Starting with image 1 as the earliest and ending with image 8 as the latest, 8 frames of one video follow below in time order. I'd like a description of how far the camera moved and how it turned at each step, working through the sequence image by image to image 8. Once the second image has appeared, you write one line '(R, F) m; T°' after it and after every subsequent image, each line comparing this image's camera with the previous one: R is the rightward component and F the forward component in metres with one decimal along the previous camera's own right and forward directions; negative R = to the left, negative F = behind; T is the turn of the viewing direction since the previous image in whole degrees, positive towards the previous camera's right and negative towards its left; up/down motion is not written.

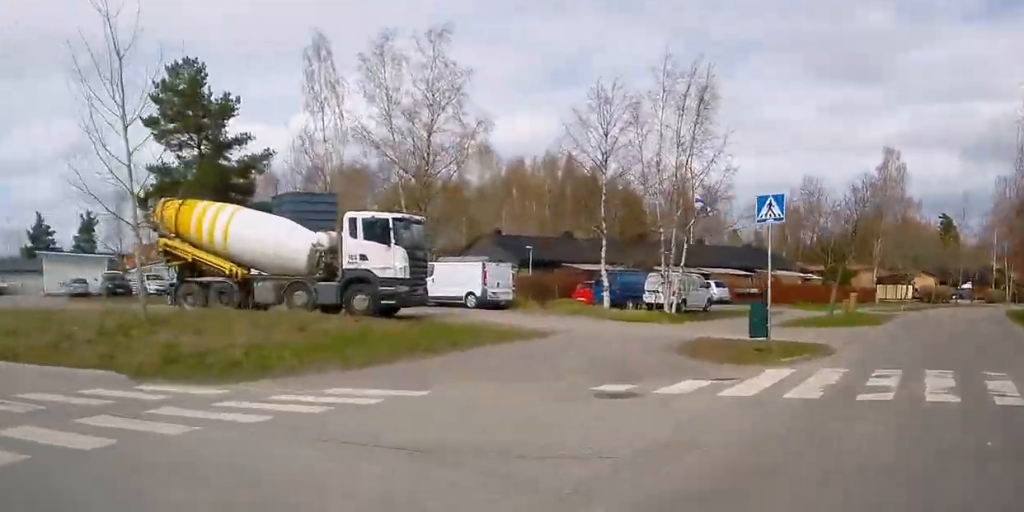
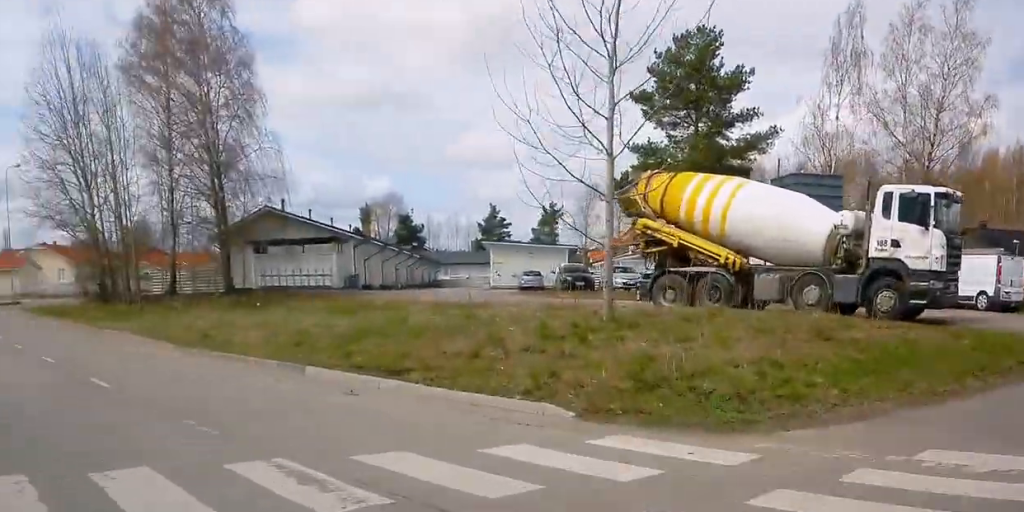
(-0.3, +5.4) m; -14°
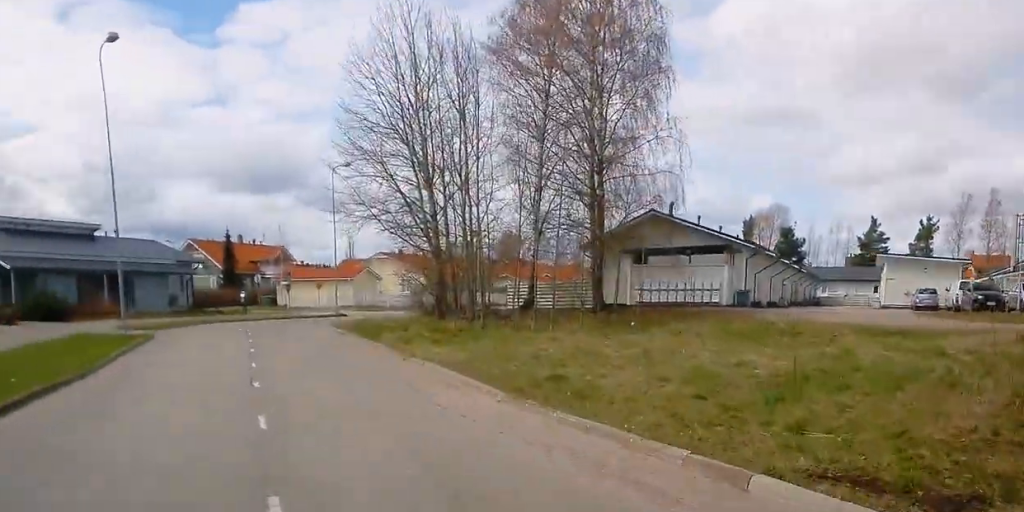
(-0.4, +5.2) m; -23°
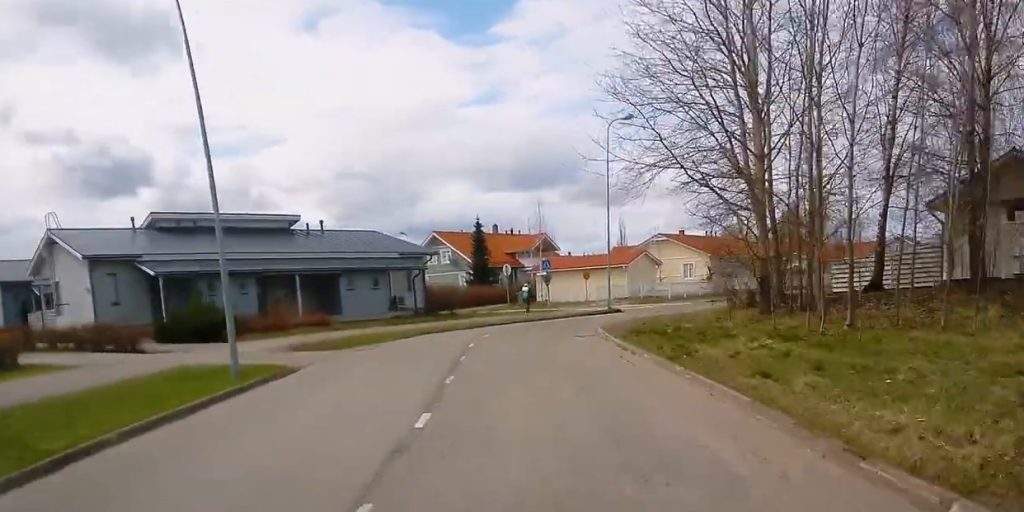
(-2.8, +9.2) m; -17°
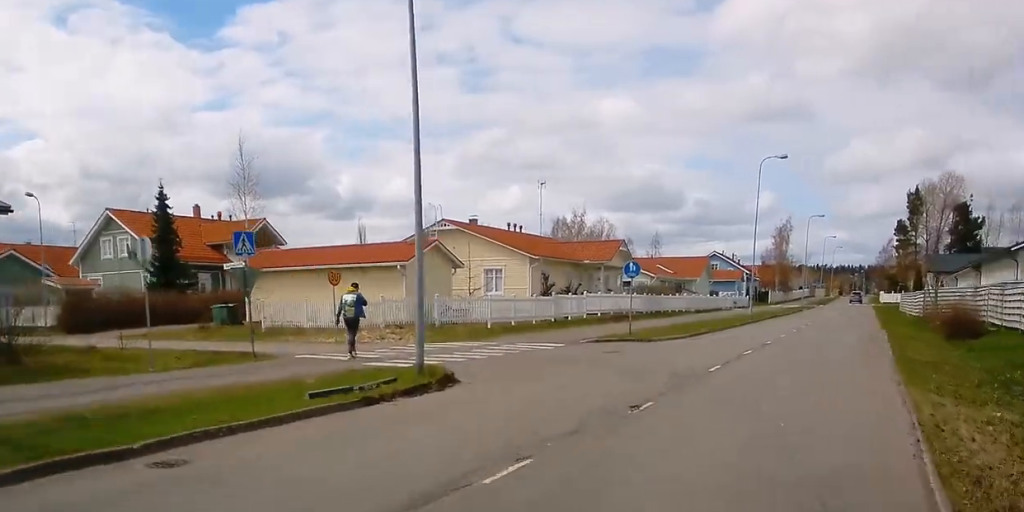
(+1.4, +26.4) m; +18°
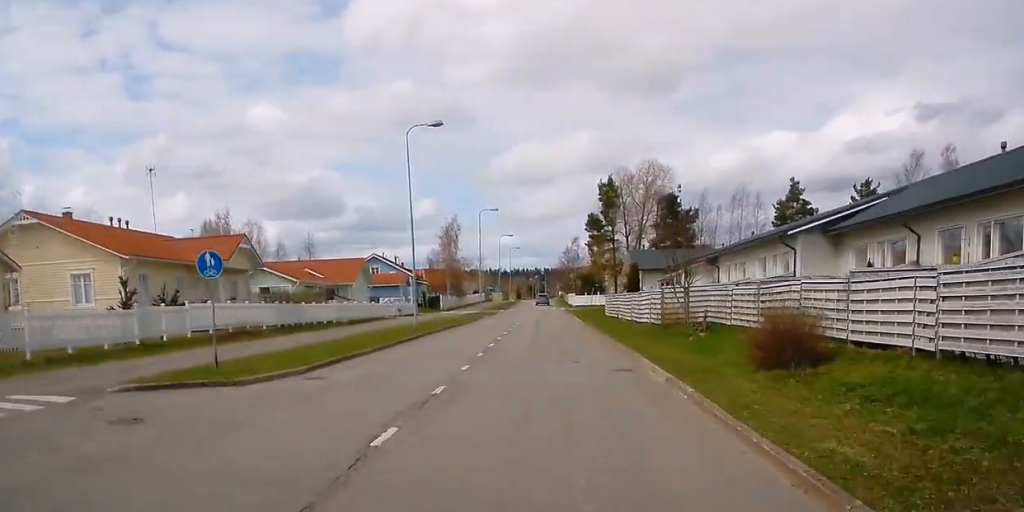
(+1.6, +11.8) m; +11°
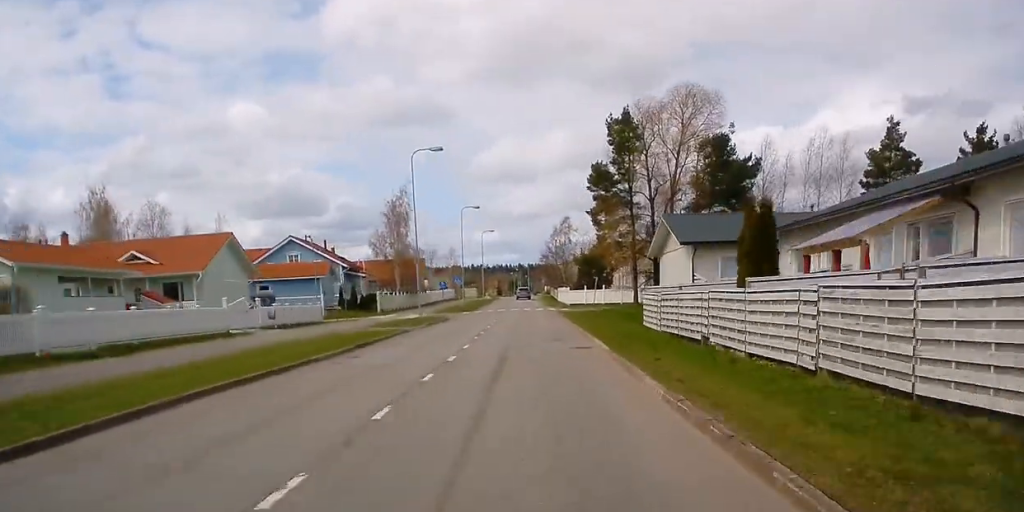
(+3.8, +29.7) m; +9°
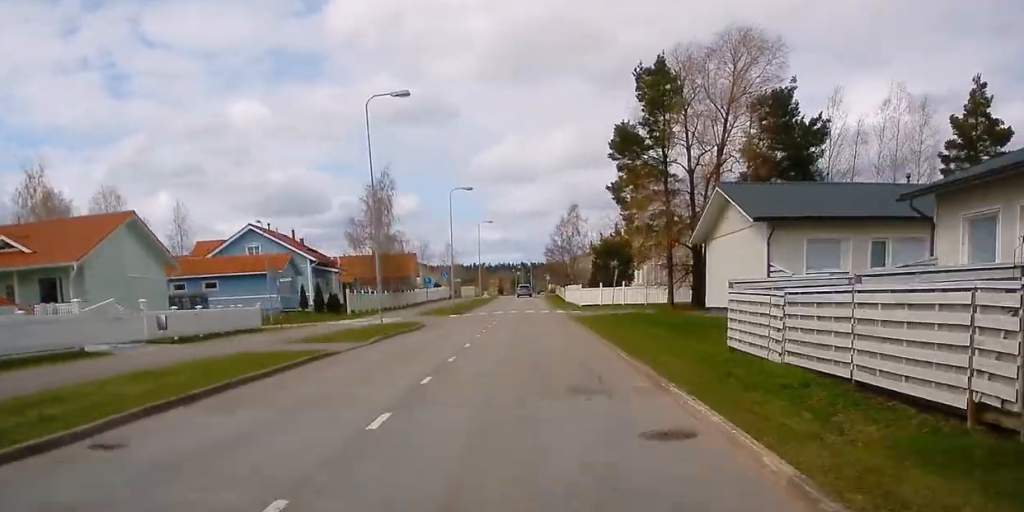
(+0.2, +12.8) m; 0°
